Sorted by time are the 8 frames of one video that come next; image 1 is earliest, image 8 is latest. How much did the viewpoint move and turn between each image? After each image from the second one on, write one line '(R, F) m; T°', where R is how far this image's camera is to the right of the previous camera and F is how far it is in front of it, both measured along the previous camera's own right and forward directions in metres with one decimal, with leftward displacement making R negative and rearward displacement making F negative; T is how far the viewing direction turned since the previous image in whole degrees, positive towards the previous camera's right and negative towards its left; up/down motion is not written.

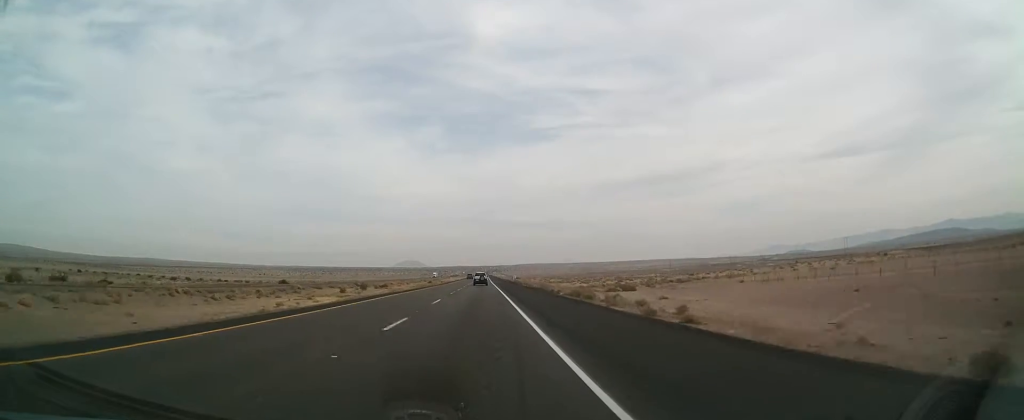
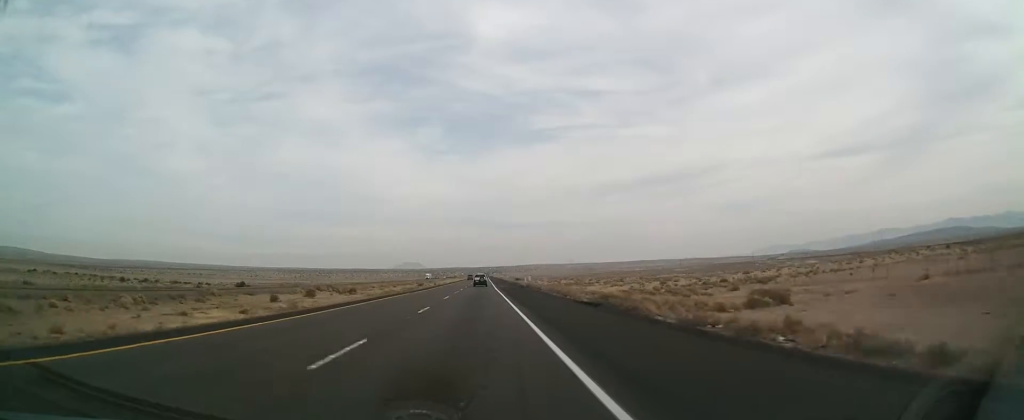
(+0.3, +35.4) m; 0°
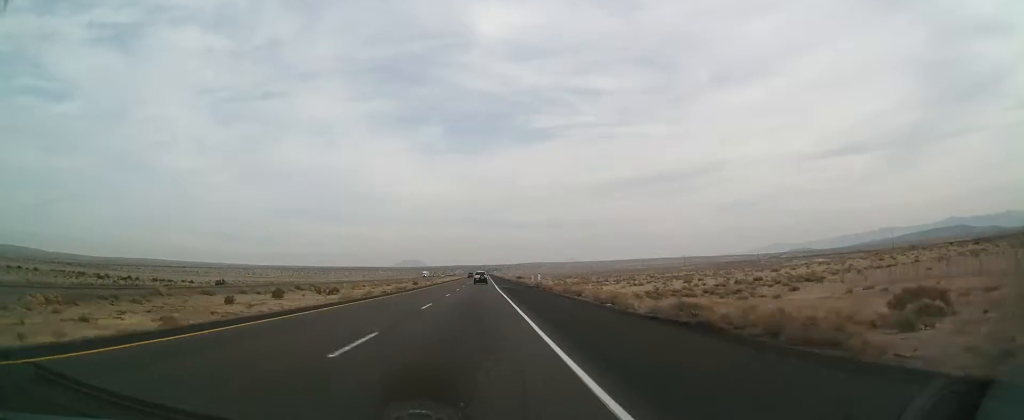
(0.0, +13.3) m; 0°
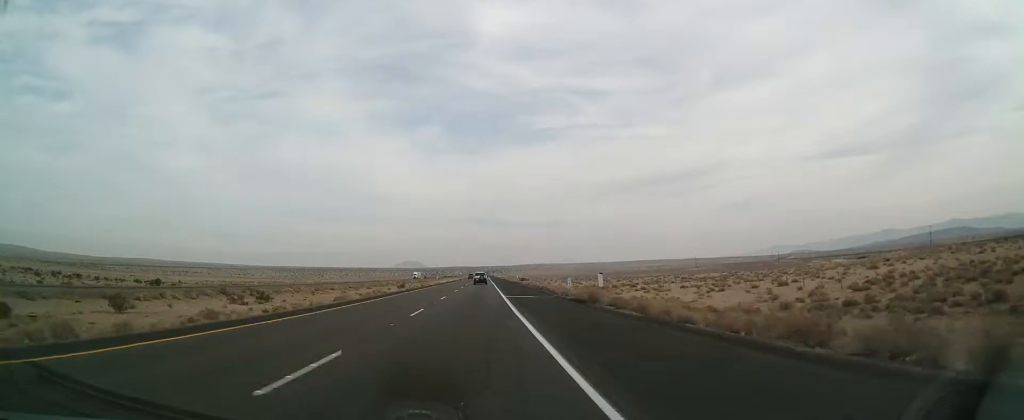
(0.0, +32.2) m; 0°
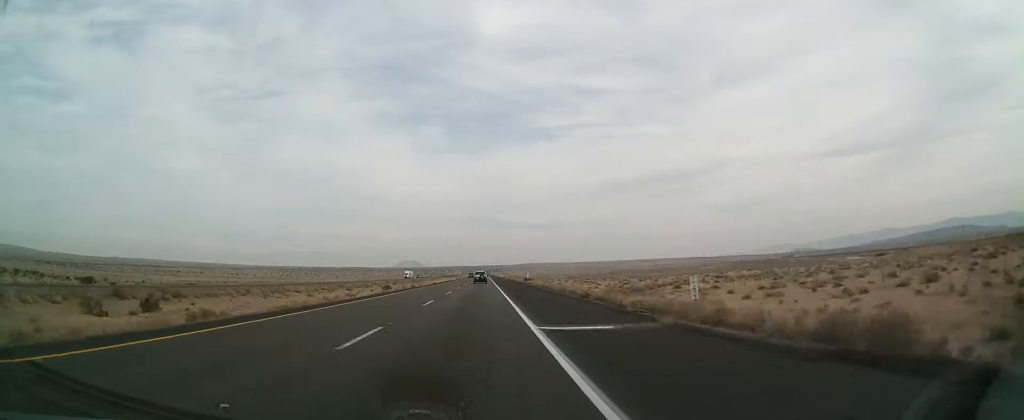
(0.0, +24.6) m; 0°
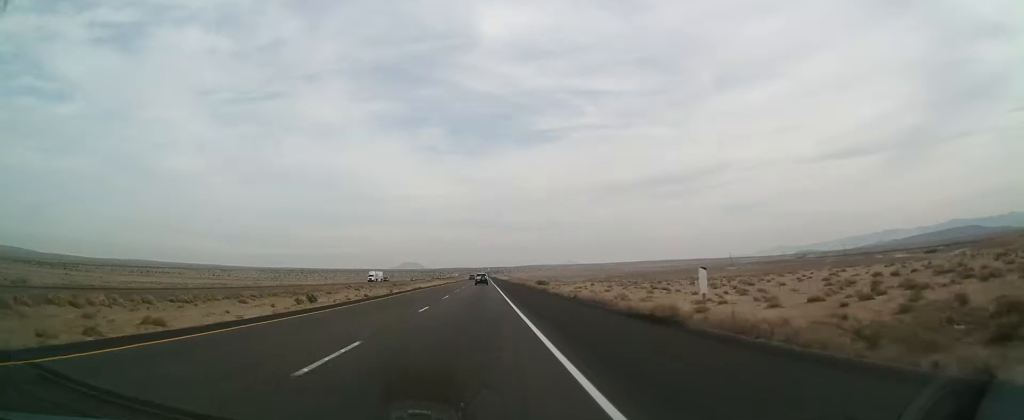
(-0.1, +60.9) m; 0°
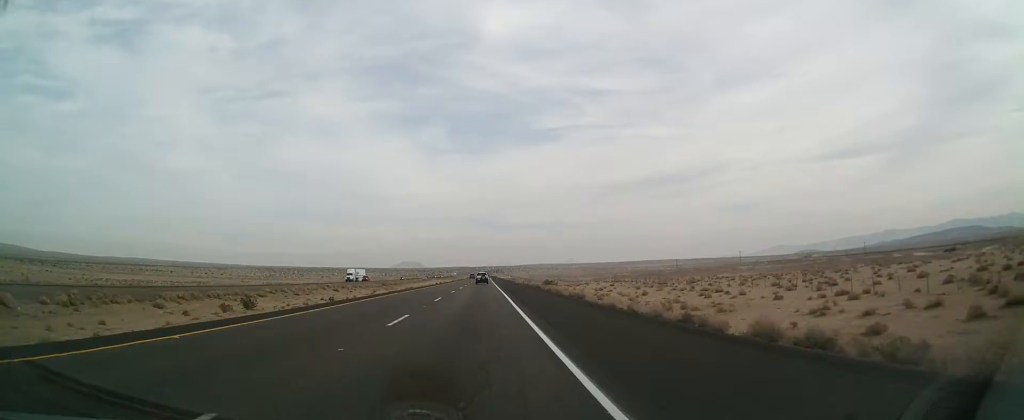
(-0.2, +21.6) m; 0°
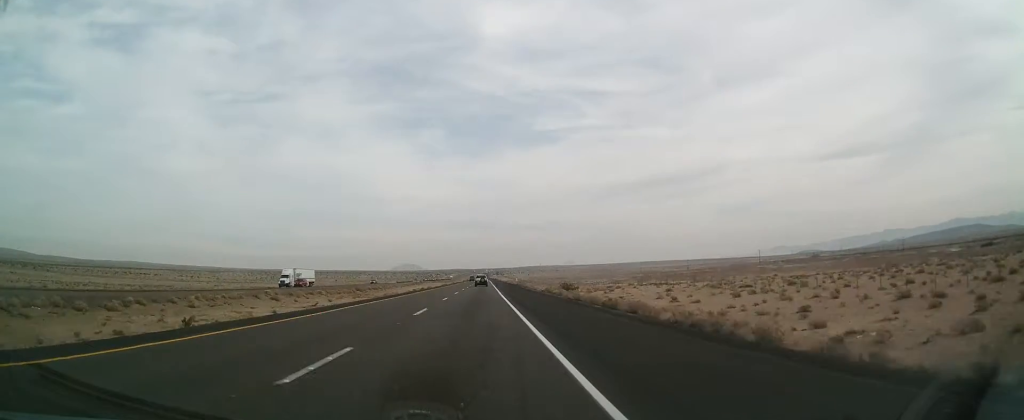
(+0.7, +37.6) m; +1°
